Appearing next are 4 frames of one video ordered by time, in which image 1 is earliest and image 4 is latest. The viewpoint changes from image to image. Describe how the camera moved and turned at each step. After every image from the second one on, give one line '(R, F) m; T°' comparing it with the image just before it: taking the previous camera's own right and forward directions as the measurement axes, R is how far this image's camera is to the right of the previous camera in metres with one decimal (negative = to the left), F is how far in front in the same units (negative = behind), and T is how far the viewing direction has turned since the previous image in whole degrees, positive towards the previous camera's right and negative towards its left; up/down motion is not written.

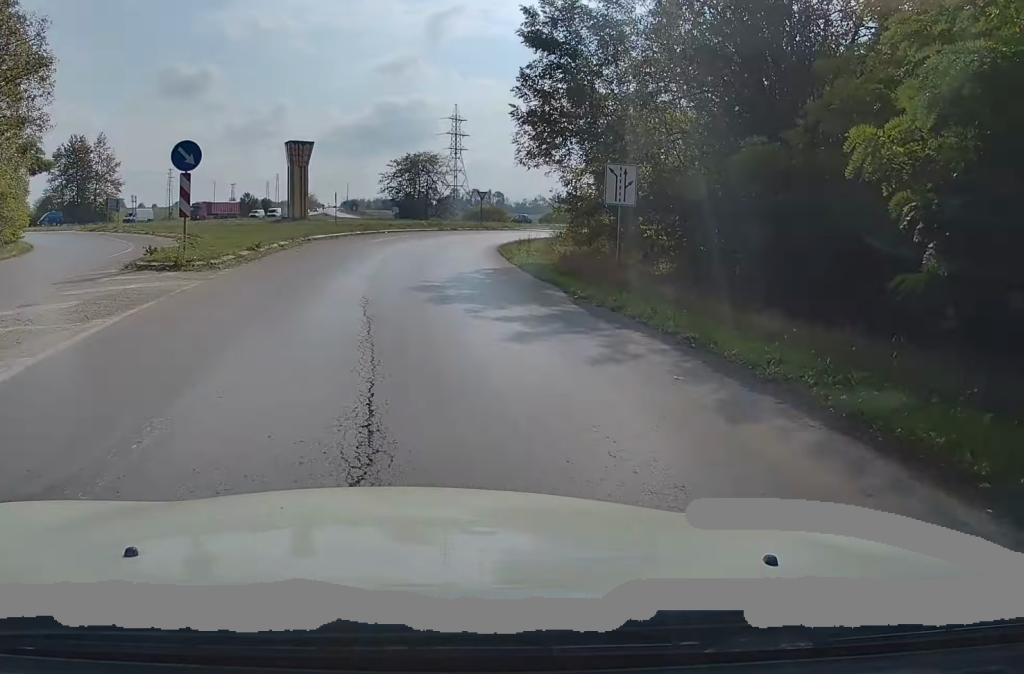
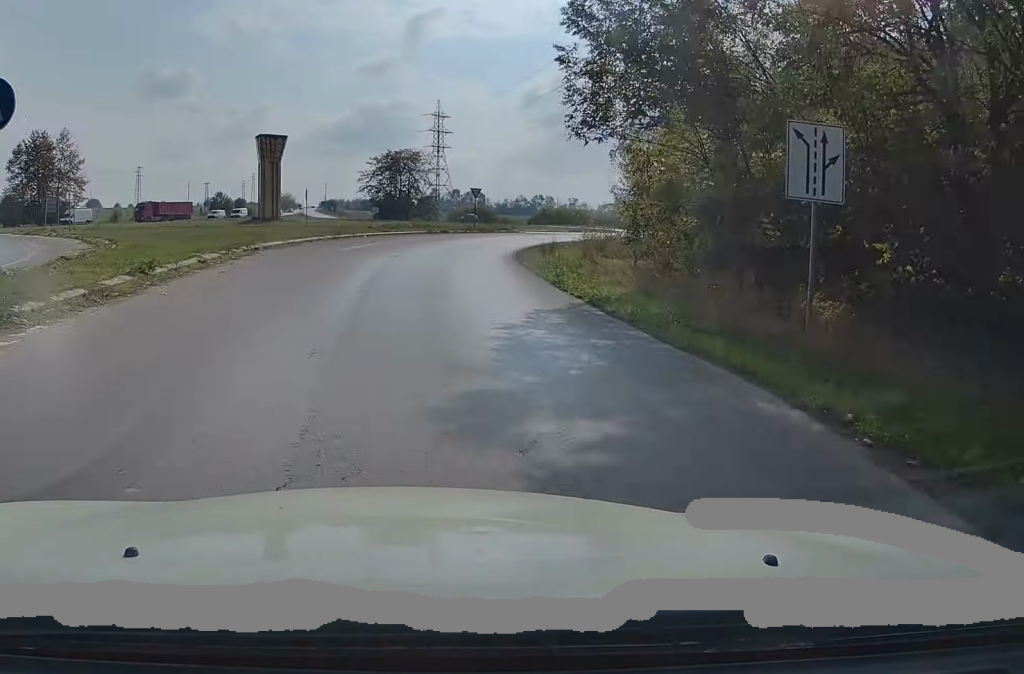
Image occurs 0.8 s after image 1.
(-0.1, +8.9) m; +1°
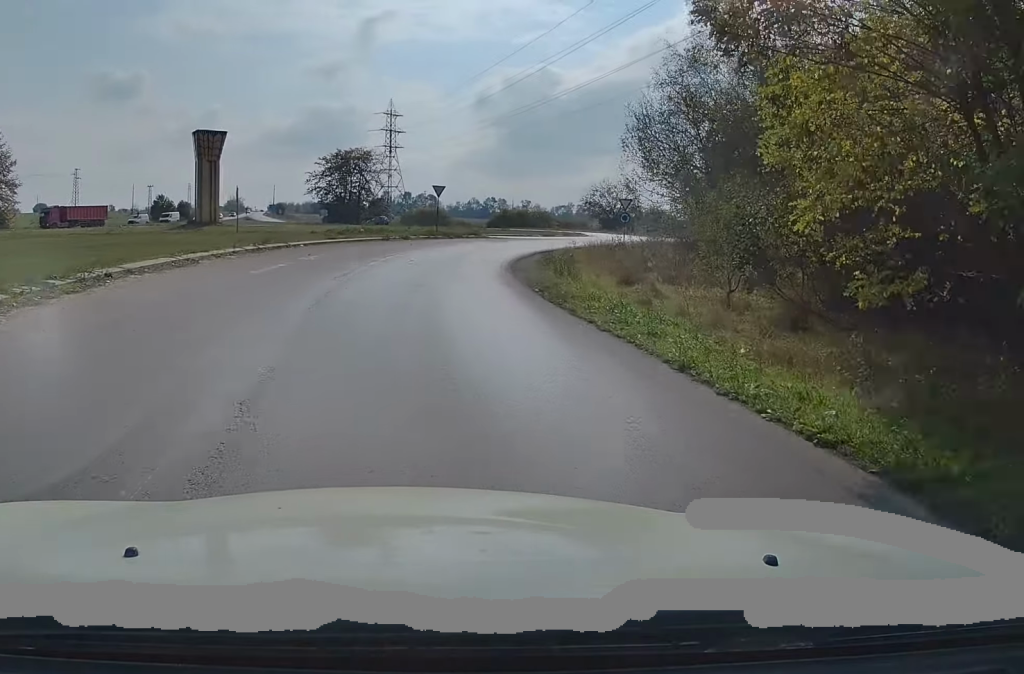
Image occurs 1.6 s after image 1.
(+0.2, +8.7) m; +3°
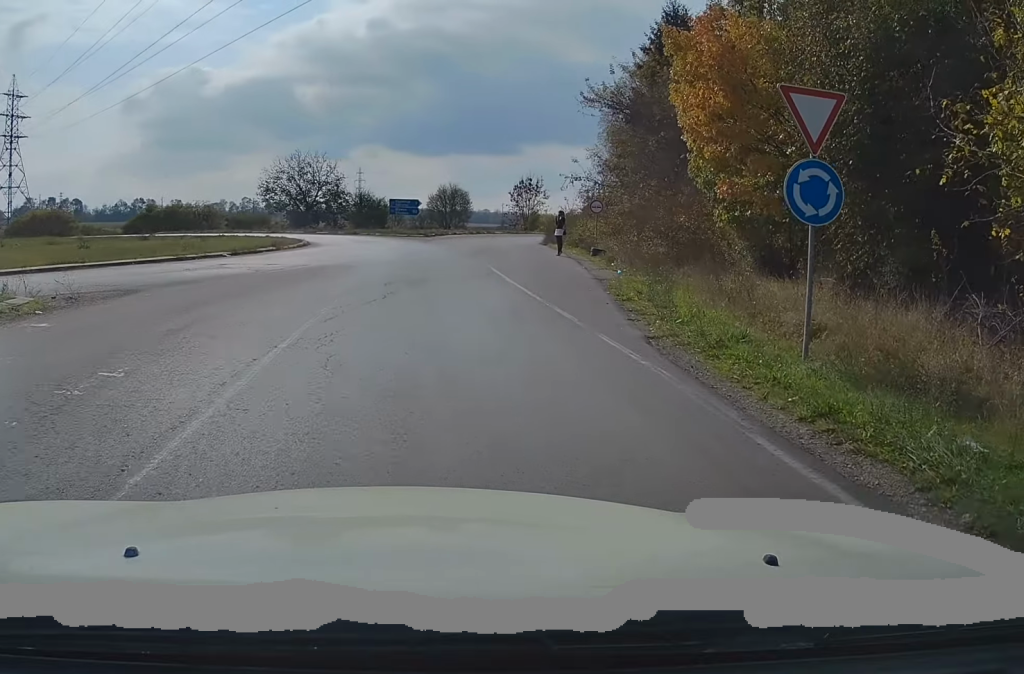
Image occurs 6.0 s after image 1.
(+6.7, +40.1) m; +25°
